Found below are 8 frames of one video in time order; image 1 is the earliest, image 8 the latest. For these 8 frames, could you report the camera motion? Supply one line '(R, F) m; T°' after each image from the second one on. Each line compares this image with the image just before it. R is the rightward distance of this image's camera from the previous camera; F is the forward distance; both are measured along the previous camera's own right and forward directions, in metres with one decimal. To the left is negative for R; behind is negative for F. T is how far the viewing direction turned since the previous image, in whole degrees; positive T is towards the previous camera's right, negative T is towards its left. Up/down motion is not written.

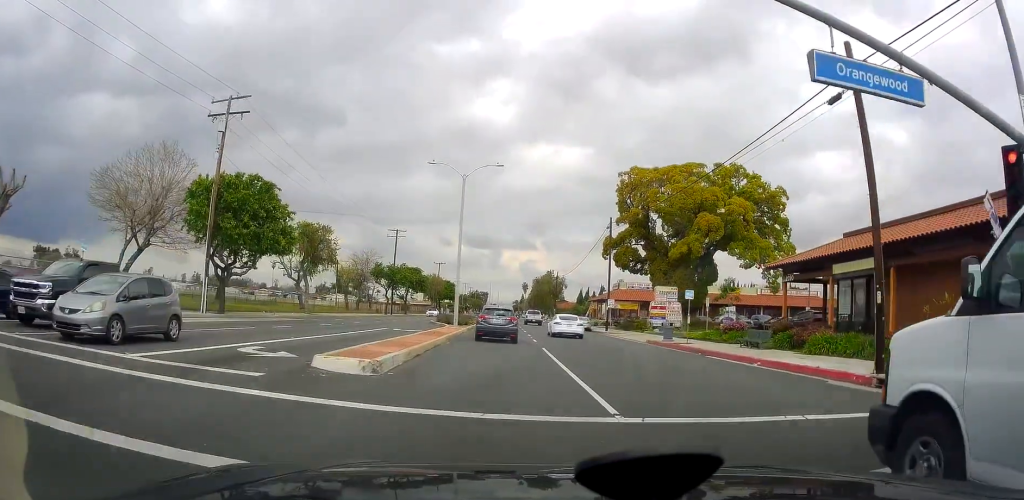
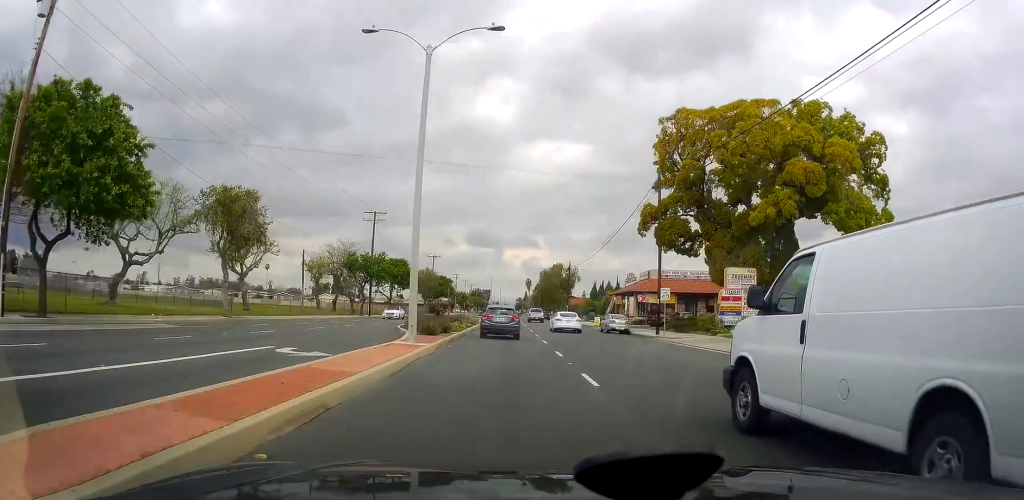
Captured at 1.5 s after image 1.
(+0.9, +16.3) m; +3°
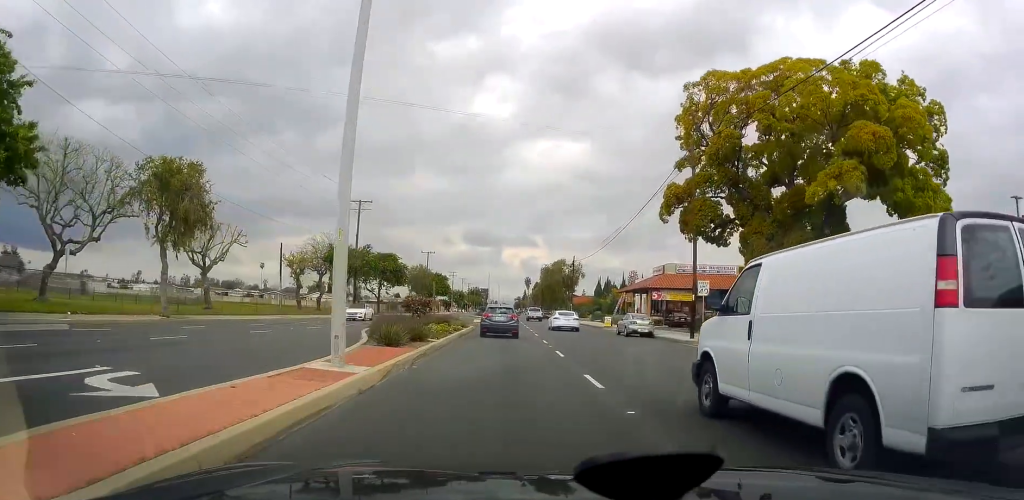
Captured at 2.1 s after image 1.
(-0.2, +7.0) m; 0°
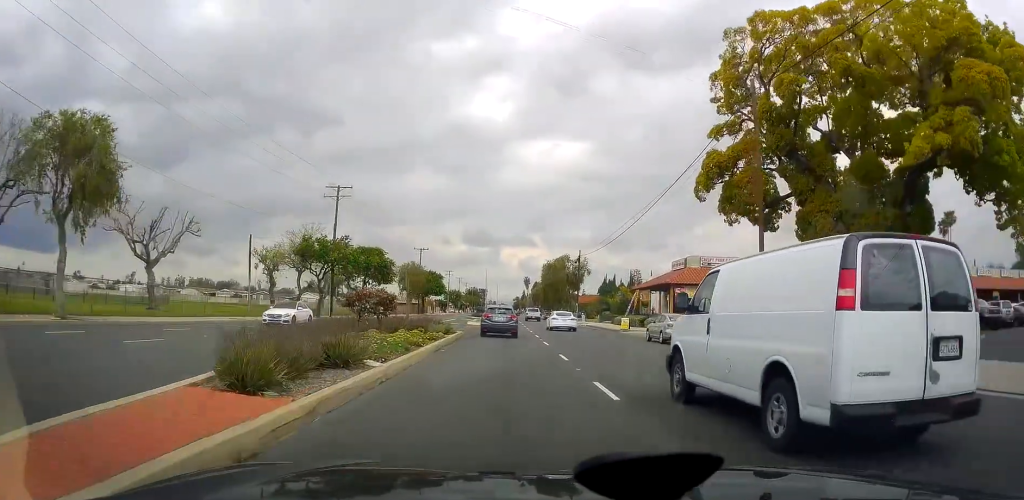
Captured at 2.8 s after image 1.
(+0.3, +8.4) m; +1°
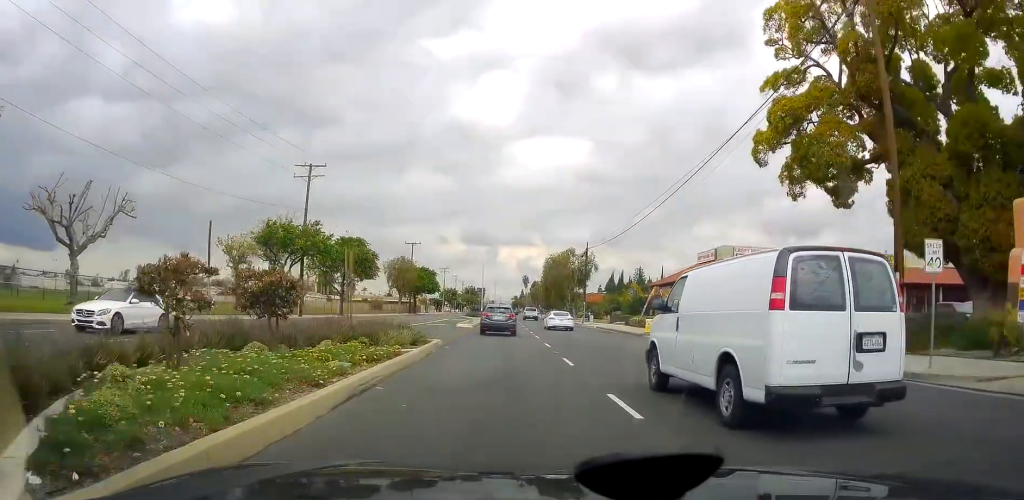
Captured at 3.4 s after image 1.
(+0.1, +8.7) m; -1°
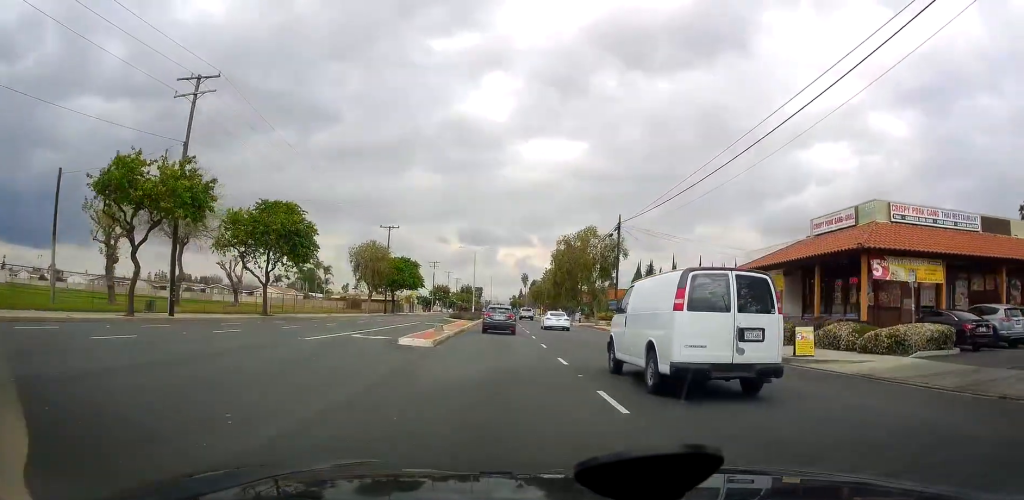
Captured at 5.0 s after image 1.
(-1.2, +20.6) m; -2°
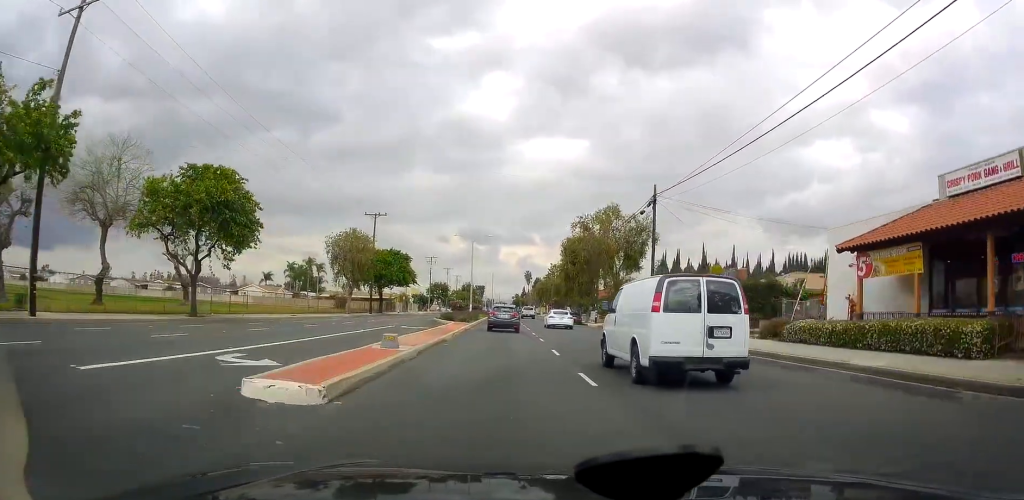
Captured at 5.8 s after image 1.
(+0.7, +11.4) m; +3°
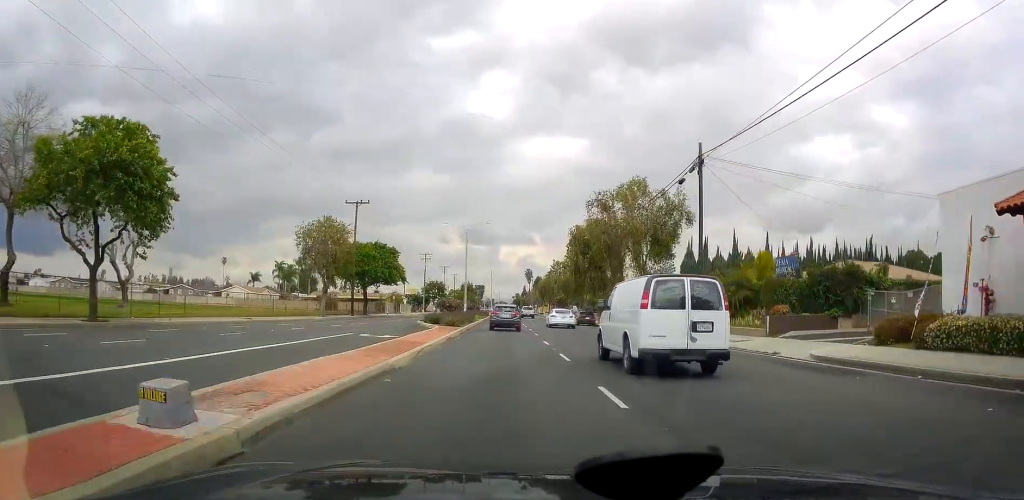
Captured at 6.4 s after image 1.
(+0.2, +9.8) m; +1°
